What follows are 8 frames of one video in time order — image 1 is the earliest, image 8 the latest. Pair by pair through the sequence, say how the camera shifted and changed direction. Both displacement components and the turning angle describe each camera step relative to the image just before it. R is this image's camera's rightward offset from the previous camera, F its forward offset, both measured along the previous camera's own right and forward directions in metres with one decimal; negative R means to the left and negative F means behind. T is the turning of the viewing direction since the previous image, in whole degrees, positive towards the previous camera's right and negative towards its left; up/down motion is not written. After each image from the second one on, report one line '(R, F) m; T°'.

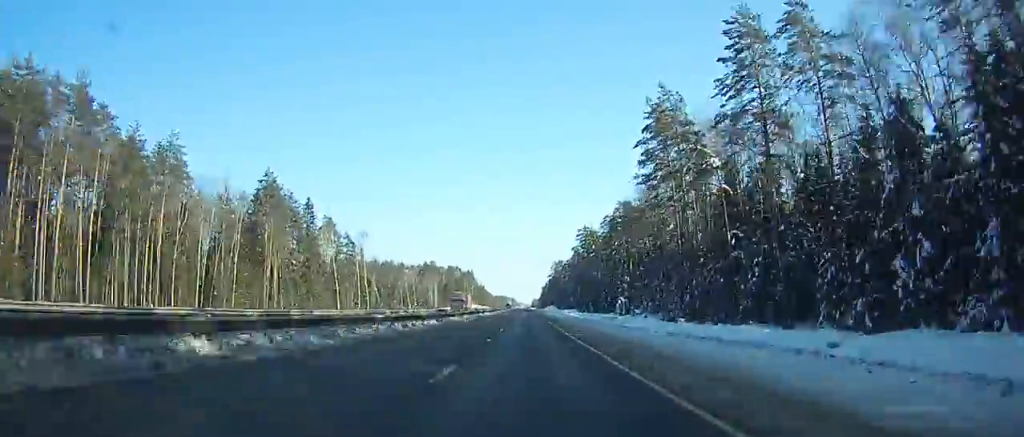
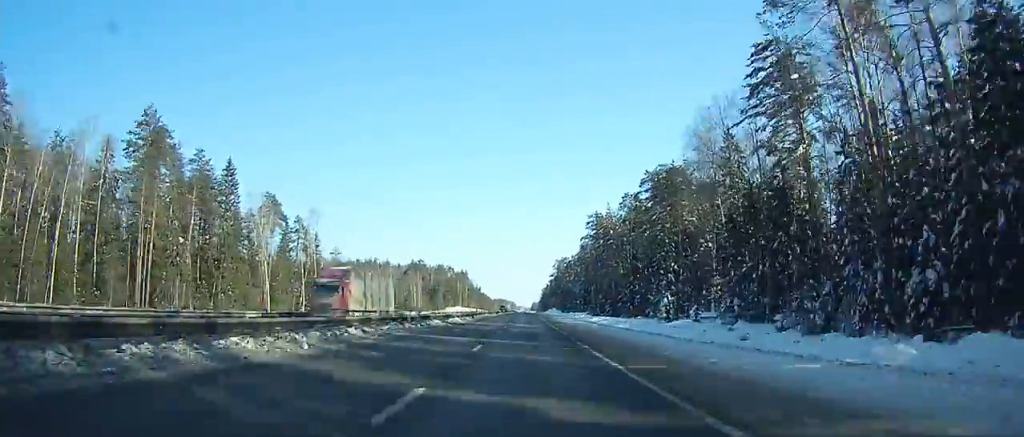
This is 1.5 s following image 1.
(0.0, +40.1) m; 0°
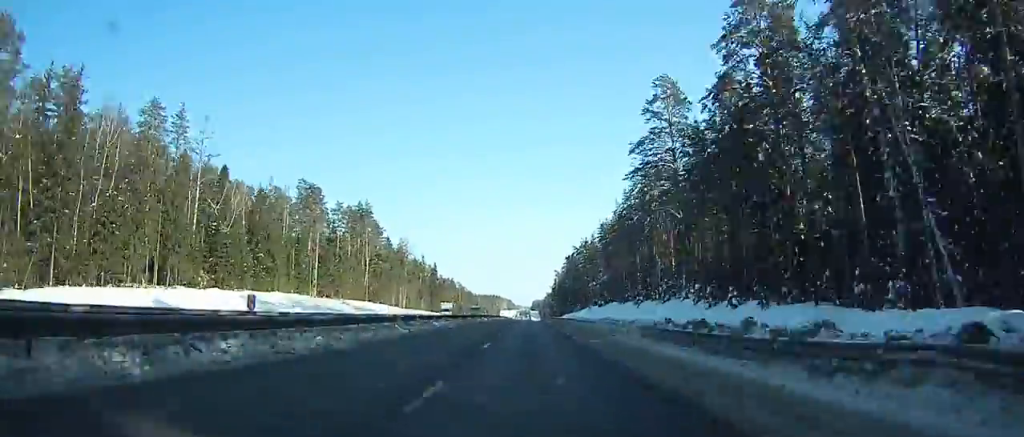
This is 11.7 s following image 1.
(0.0, +278.4) m; 0°
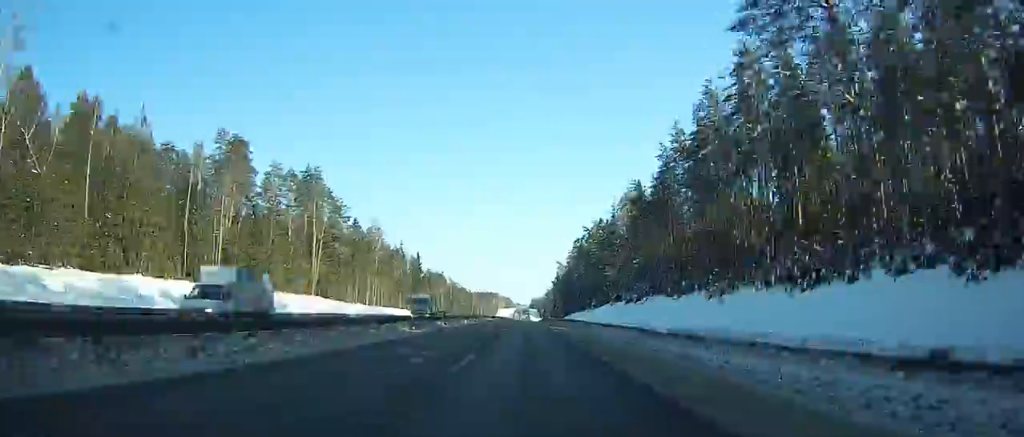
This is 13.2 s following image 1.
(+0.2, +42.0) m; 0°
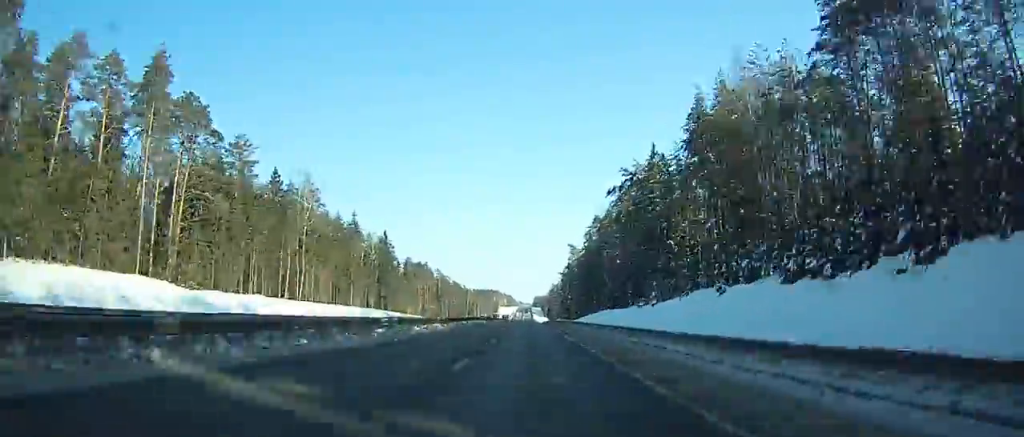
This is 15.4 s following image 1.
(-0.2, +62.3) m; 0°
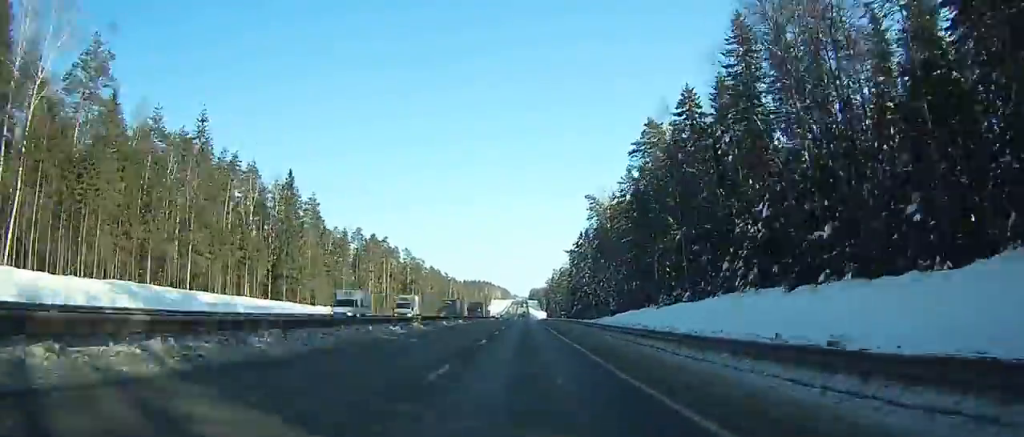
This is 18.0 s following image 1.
(-0.1, +74.3) m; 0°
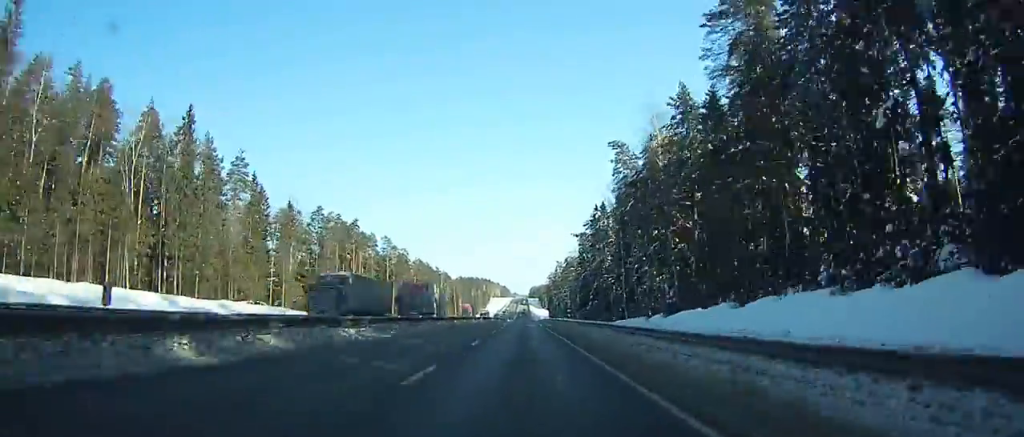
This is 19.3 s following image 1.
(+0.1, +37.4) m; 0°
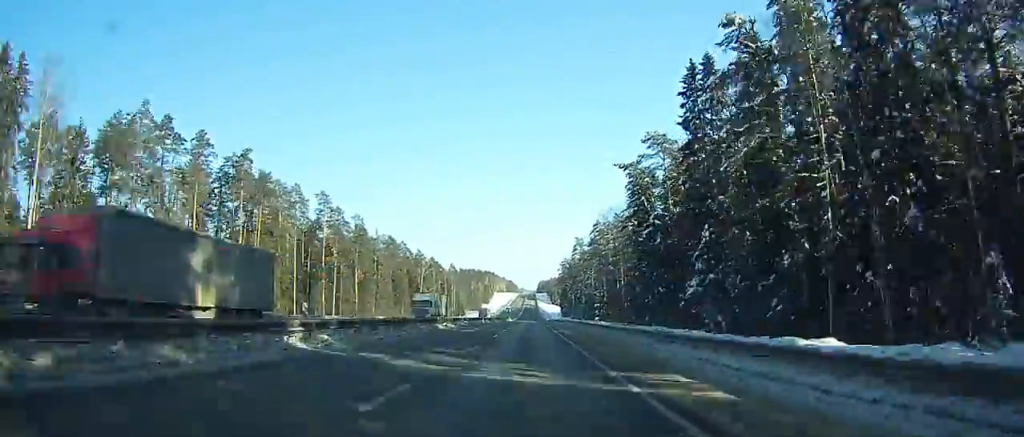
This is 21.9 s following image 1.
(-0.2, +74.9) m; 0°
